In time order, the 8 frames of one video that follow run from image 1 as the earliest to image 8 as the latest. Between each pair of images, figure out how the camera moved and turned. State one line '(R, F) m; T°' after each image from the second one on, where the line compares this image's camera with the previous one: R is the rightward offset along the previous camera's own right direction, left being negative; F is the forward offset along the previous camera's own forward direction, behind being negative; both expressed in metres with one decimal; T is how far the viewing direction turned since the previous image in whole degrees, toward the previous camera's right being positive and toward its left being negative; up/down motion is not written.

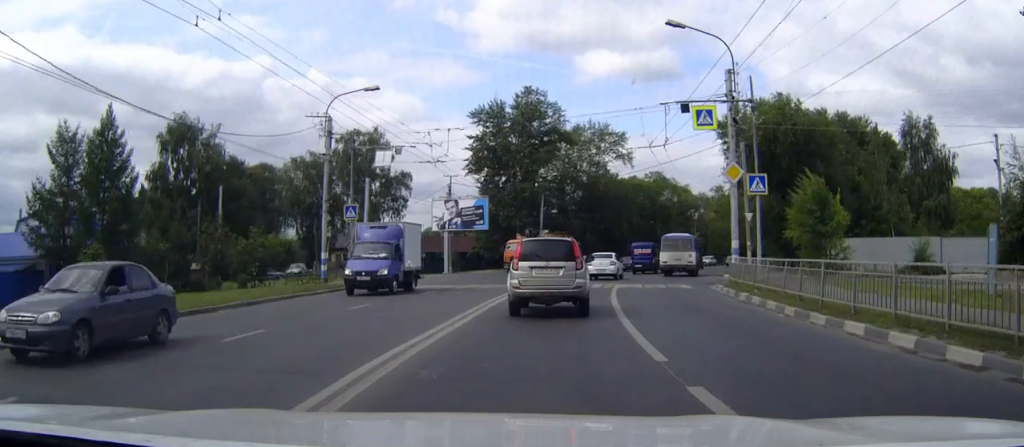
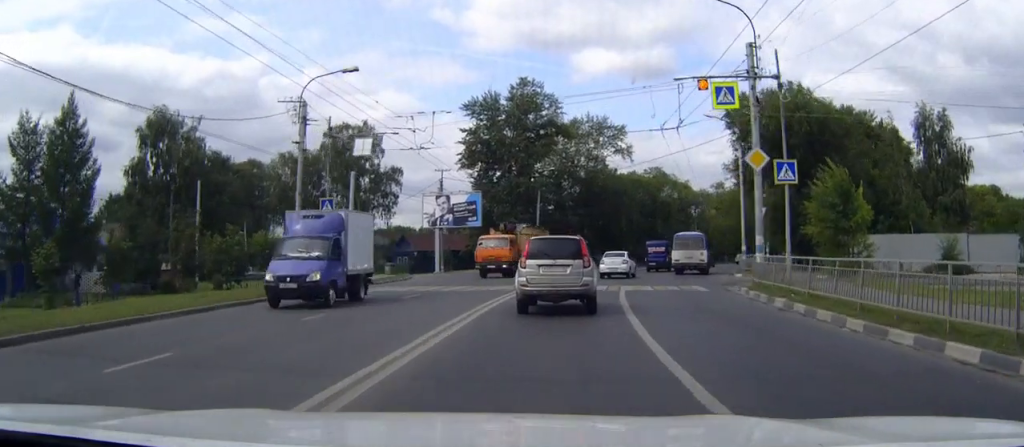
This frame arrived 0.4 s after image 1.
(+0.1, +3.8) m; +1°
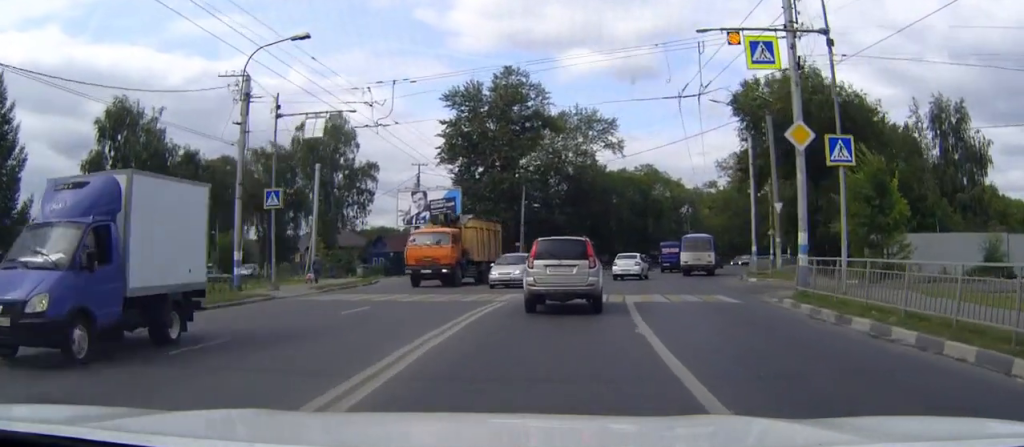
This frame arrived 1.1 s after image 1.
(+0.1, +5.9) m; +2°
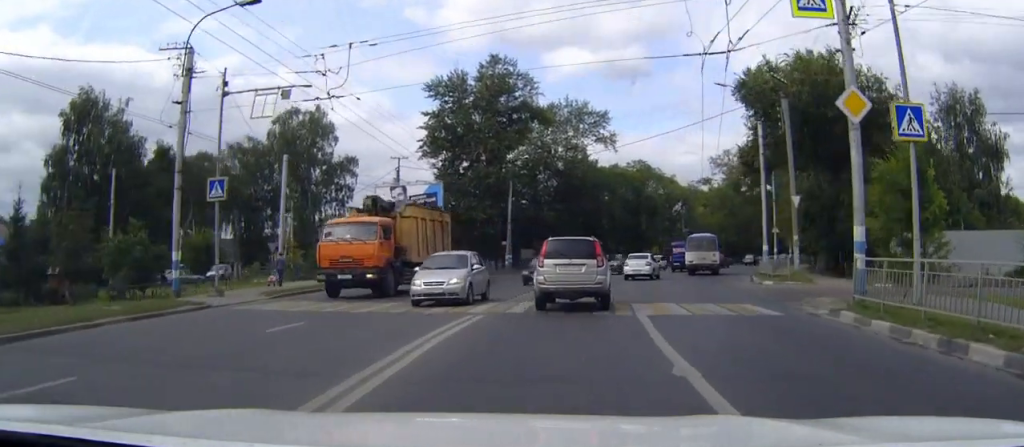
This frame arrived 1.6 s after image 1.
(+0.1, +4.6) m; +1°
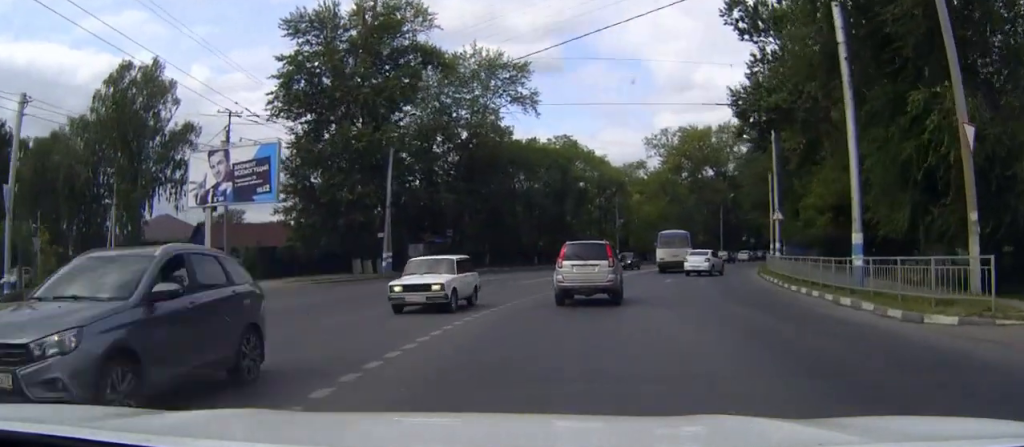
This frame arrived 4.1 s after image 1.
(+0.8, +21.2) m; +6°
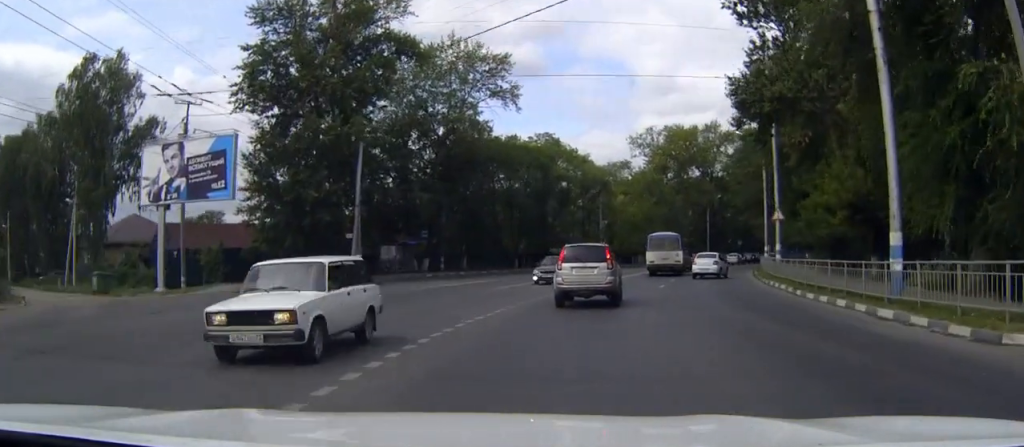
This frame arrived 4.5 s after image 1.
(+0.2, +3.6) m; +1°
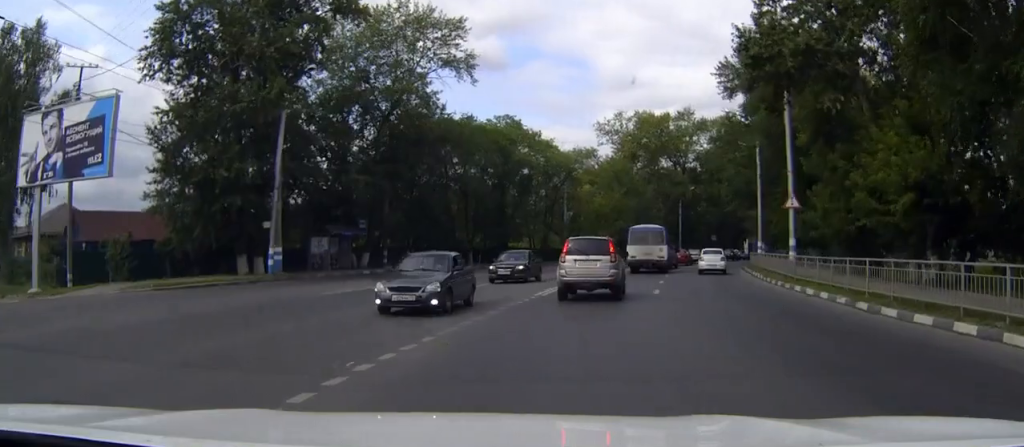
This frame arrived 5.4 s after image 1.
(+0.3, +8.3) m; +3°
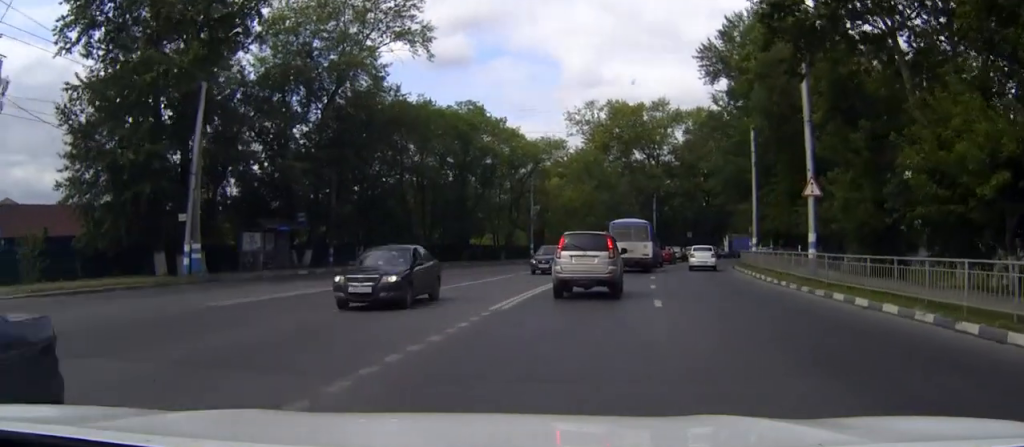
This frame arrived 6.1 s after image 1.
(0.0, +6.4) m; +2°
